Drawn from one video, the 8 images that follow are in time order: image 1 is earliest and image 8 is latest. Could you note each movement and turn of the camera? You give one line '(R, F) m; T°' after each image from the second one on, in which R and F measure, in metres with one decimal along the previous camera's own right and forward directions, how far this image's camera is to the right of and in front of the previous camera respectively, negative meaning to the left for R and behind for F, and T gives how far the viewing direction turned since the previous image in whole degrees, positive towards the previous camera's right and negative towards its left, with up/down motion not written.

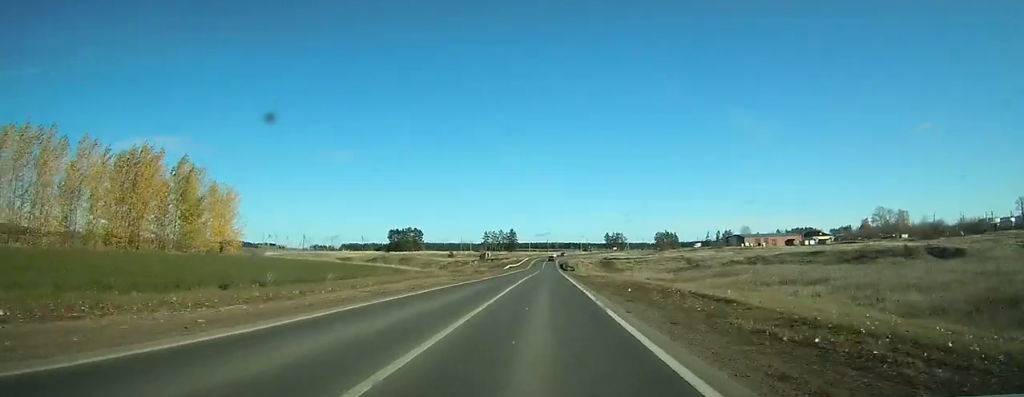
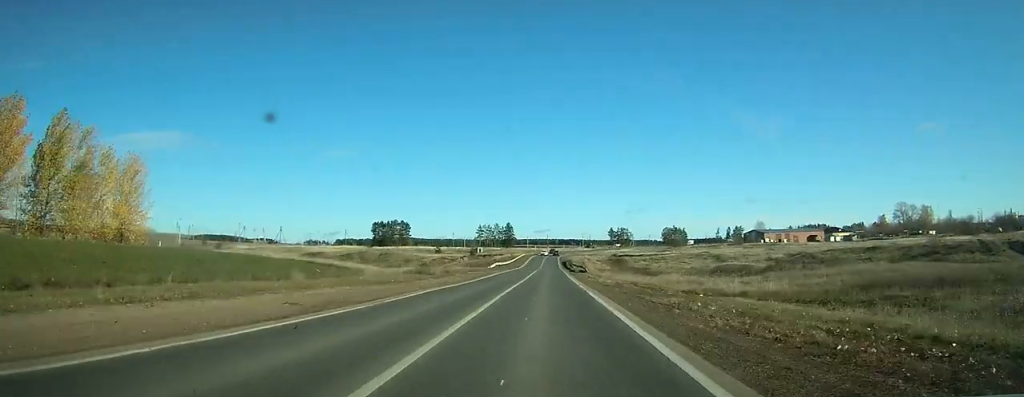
(-0.1, +27.3) m; 0°
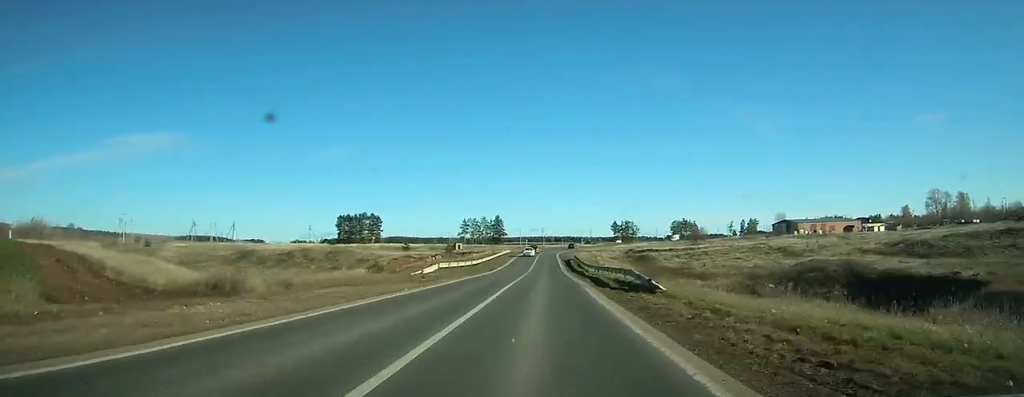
(+0.2, +40.0) m; 0°
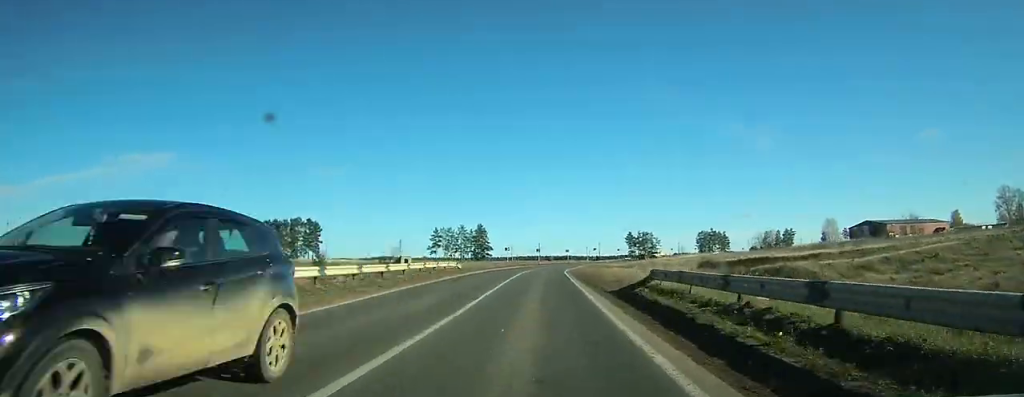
(+0.2, +61.2) m; 0°
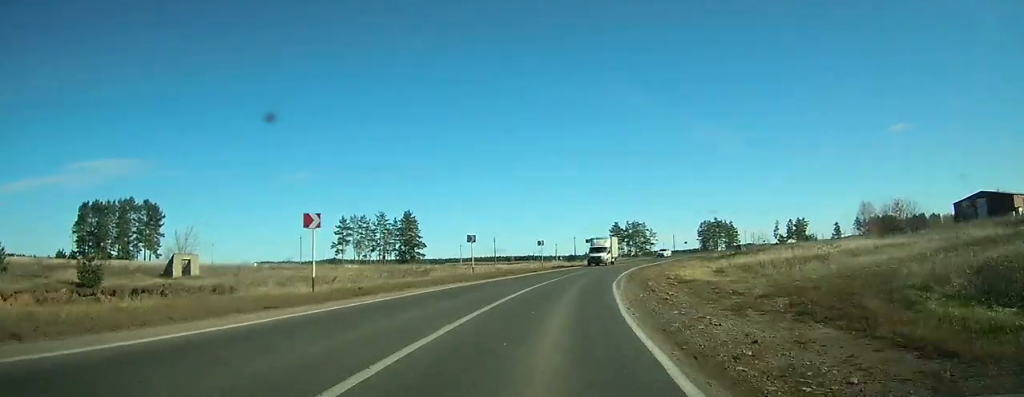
(+0.8, +62.1) m; +4°
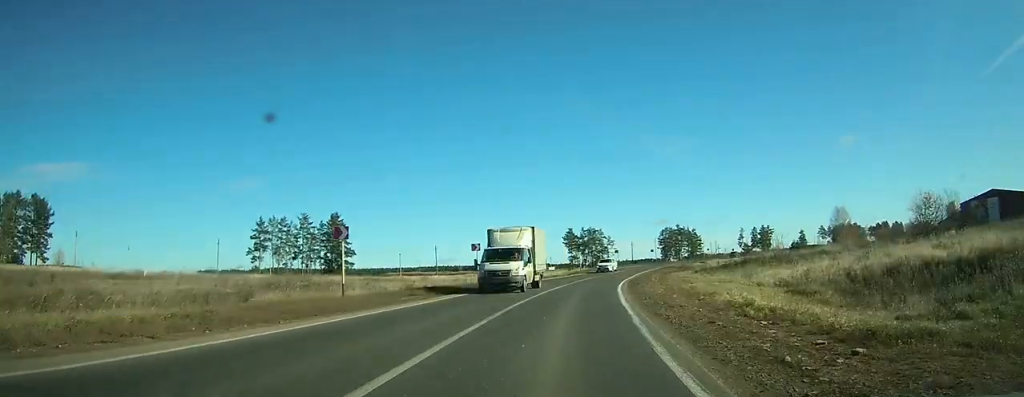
(-0.1, +18.2) m; +3°
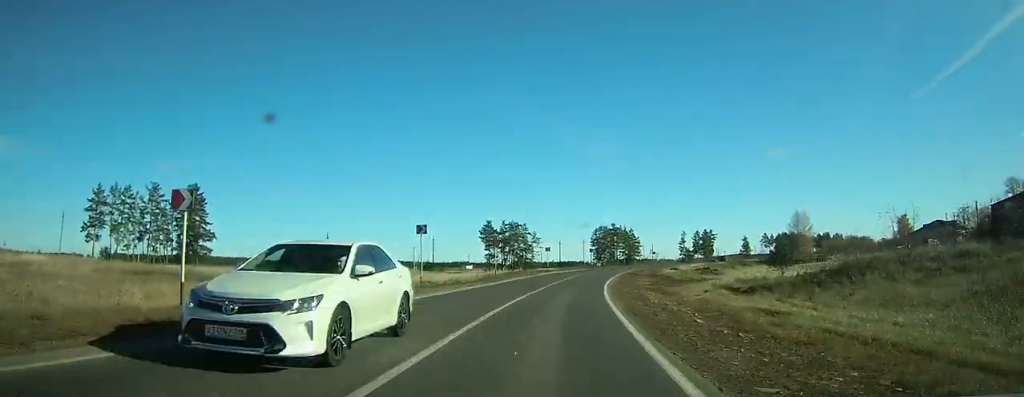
(+1.6, +28.3) m; +6°
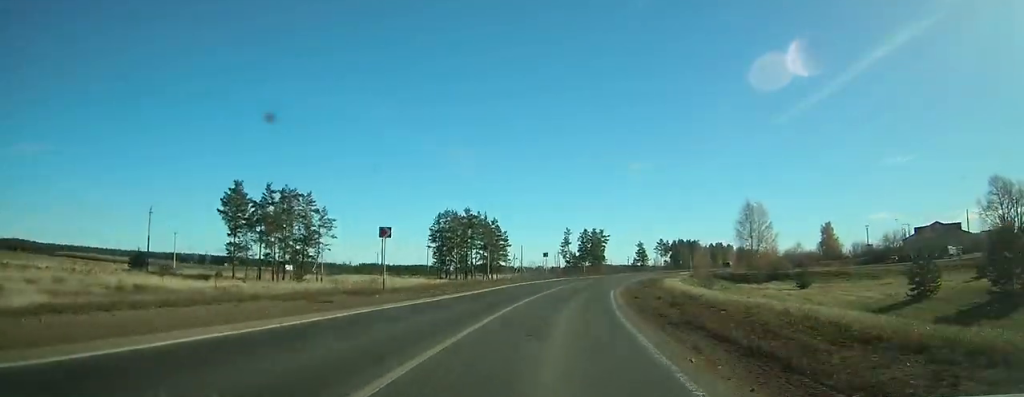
(+8.6, +63.8) m; +16°
